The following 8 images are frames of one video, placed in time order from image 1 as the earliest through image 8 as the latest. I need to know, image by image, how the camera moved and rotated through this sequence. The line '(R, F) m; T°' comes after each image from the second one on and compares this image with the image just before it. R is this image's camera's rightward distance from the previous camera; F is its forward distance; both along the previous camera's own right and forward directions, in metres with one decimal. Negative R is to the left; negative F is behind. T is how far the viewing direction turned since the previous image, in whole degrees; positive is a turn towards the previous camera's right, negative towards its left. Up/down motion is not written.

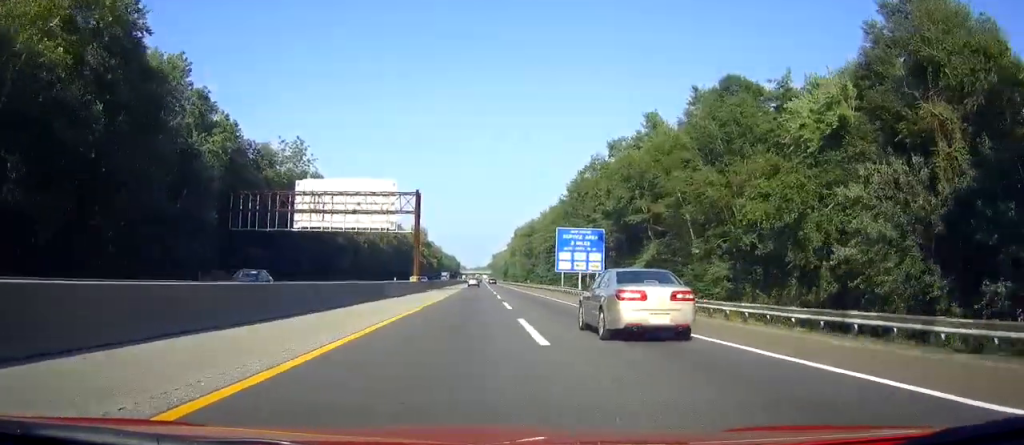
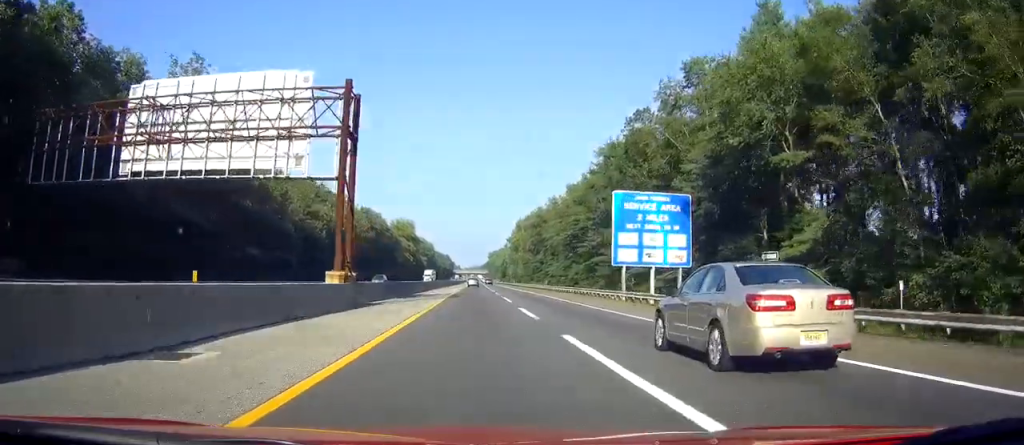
(0.0, +38.0) m; 0°
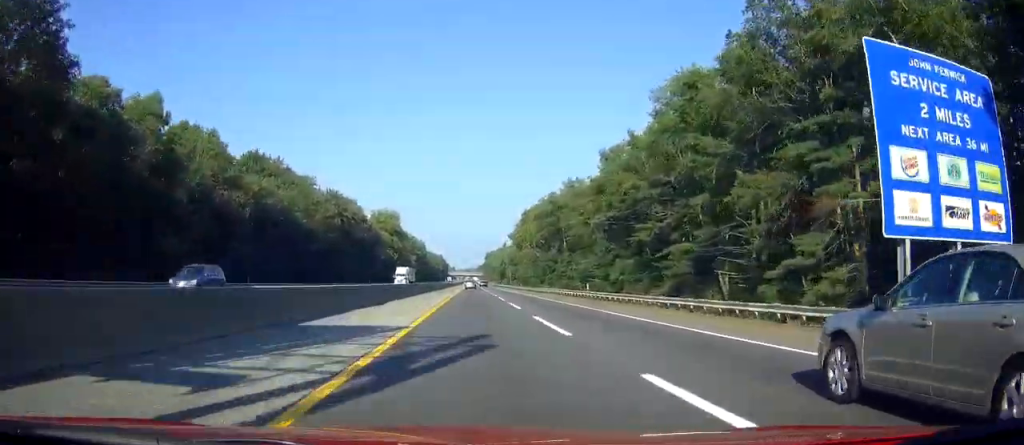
(-0.1, +36.2) m; 0°
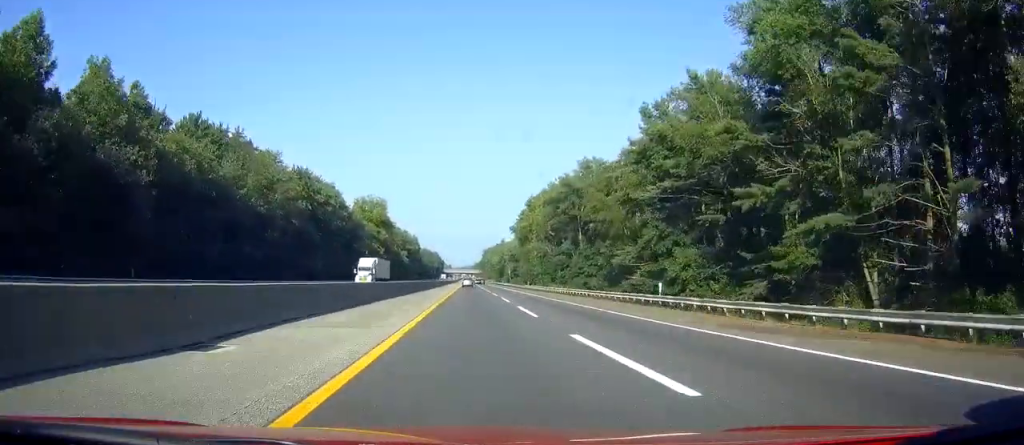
(-0.1, +23.6) m; 0°
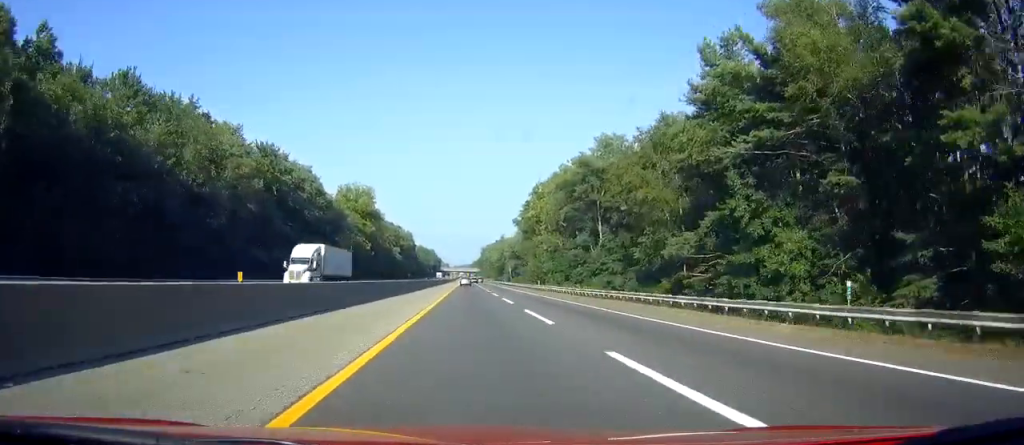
(0.0, +19.3) m; 0°
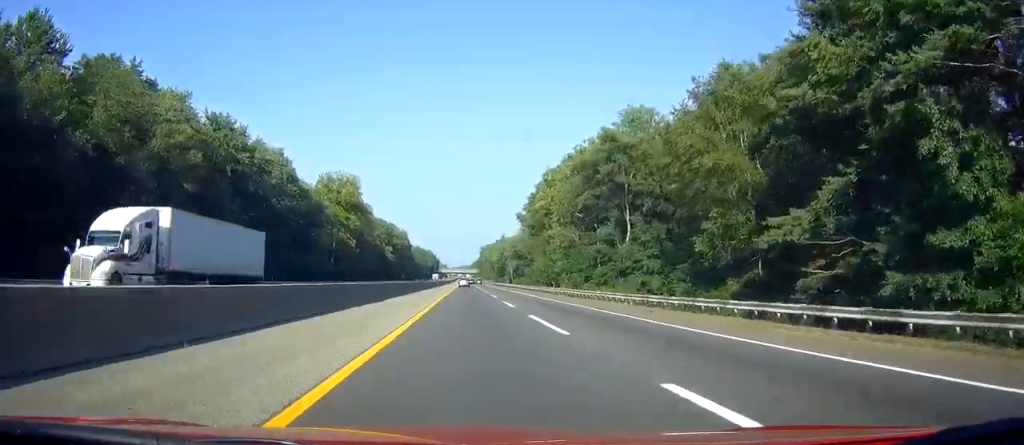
(0.0, +18.3) m; 0°
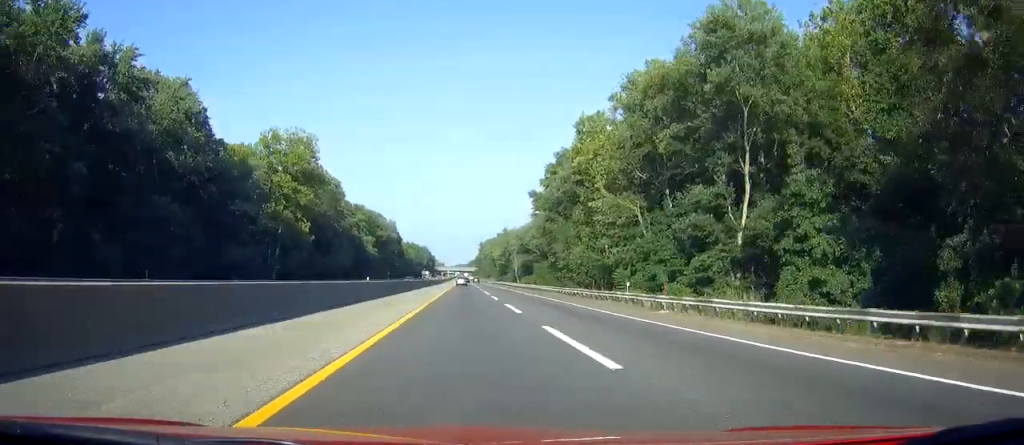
(+0.1, +36.7) m; 0°
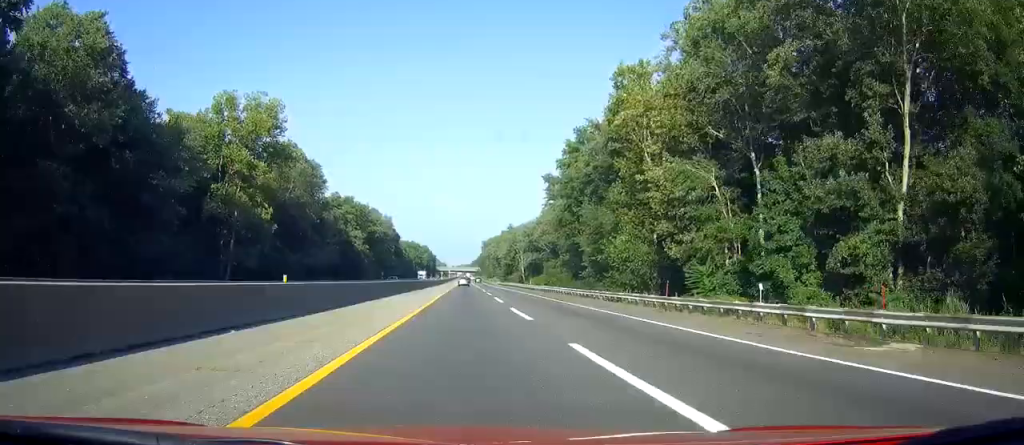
(0.0, +19.4) m; 0°
